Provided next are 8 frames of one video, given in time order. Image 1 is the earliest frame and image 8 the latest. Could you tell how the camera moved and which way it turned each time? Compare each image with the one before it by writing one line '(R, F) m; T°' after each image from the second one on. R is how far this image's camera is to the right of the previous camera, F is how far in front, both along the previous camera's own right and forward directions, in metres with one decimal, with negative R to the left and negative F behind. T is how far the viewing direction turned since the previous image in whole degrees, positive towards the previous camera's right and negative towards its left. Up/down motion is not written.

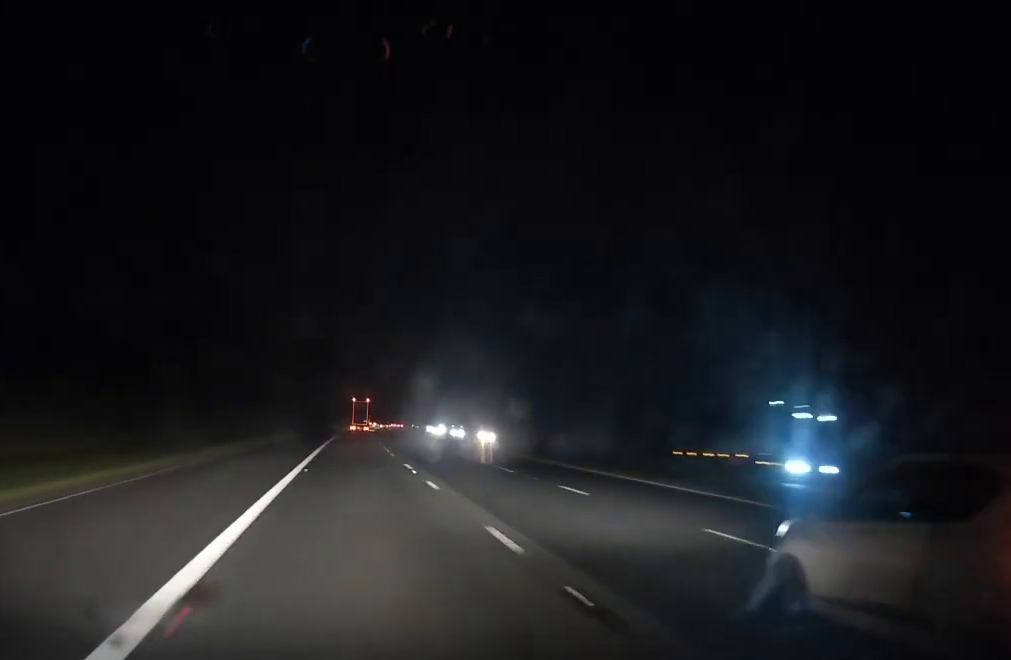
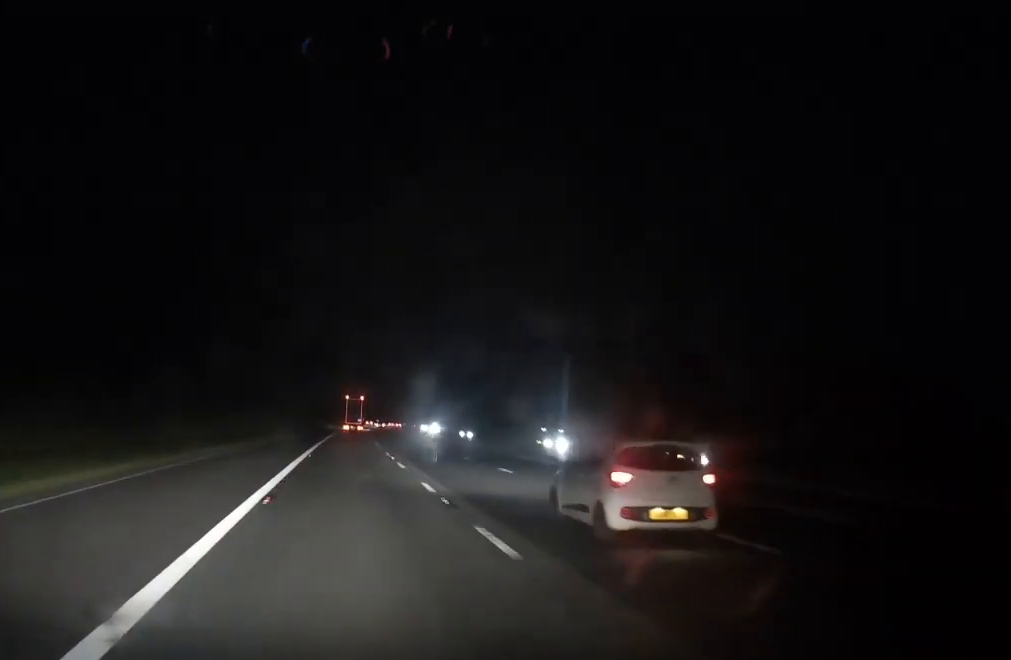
(+0.4, +45.2) m; +1°
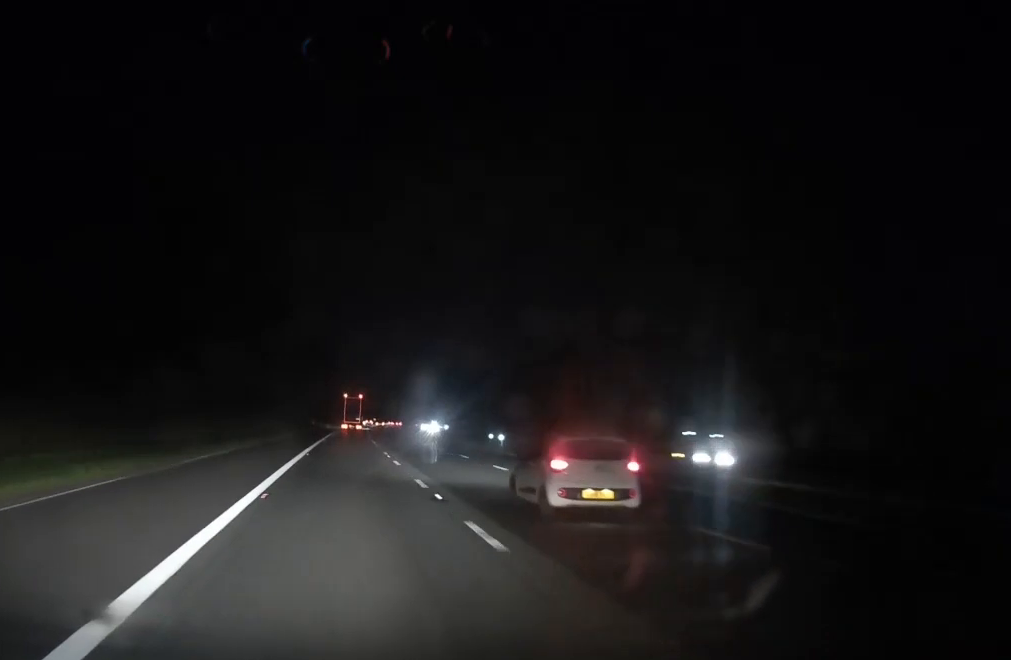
(-0.1, +17.4) m; 0°
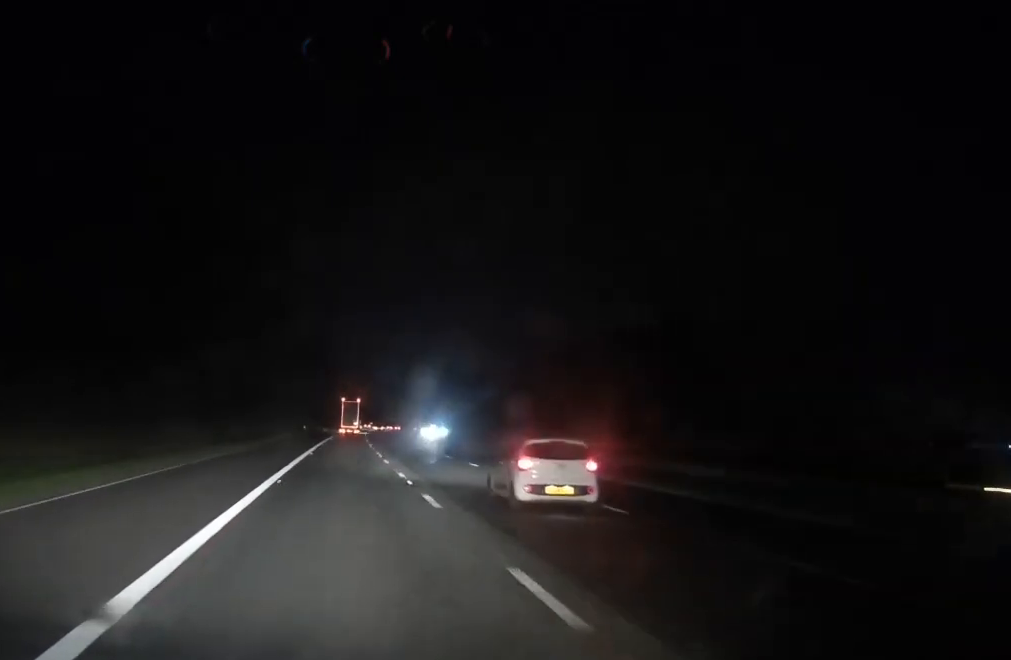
(-0.1, +12.6) m; 0°
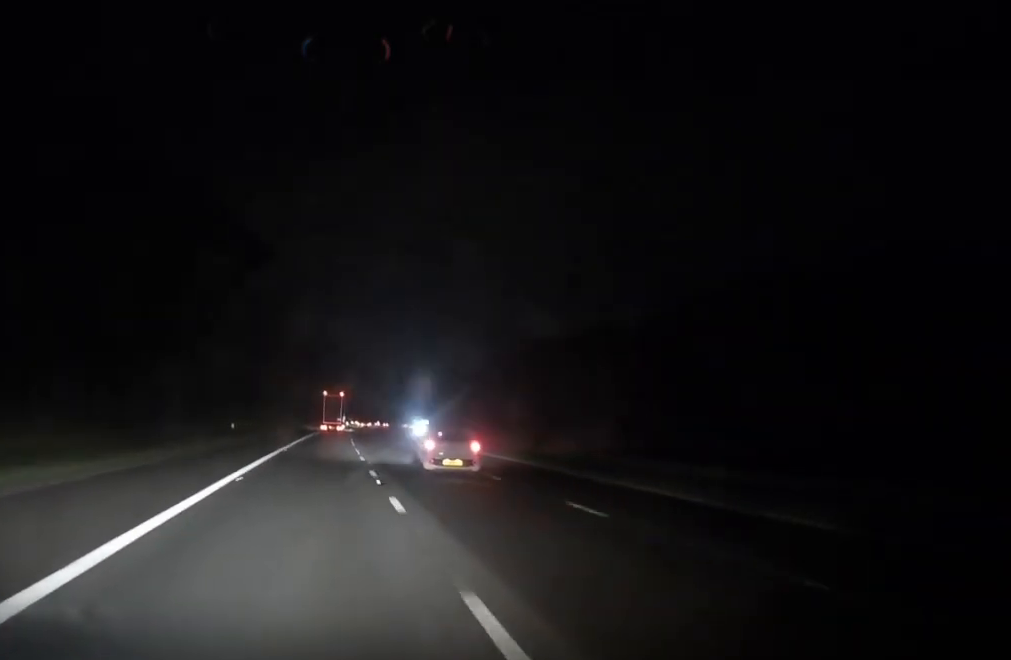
(+0.8, +55.3) m; +2°
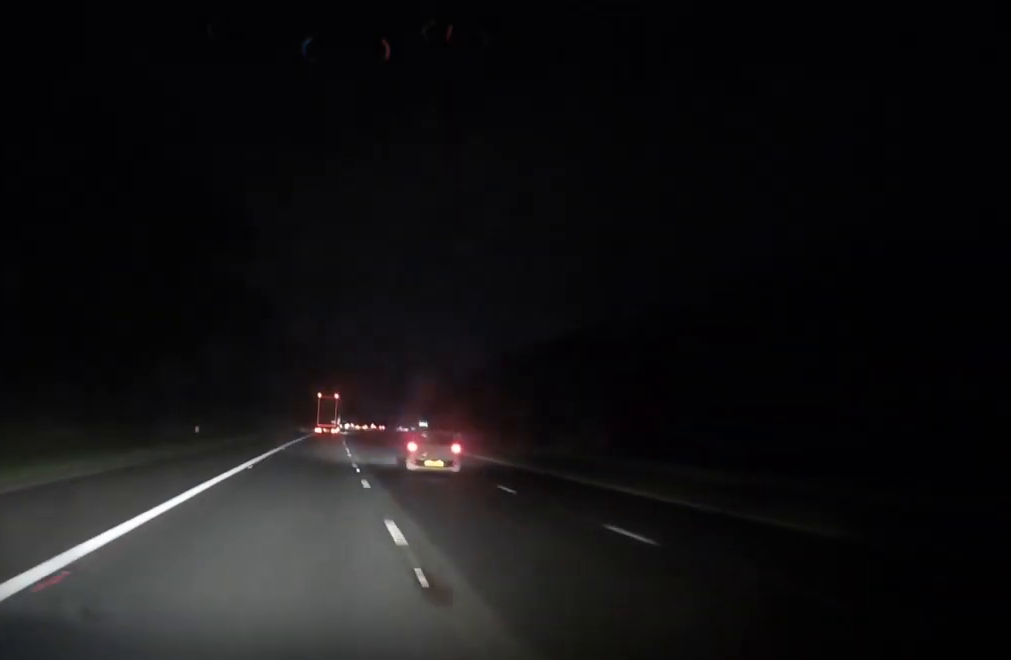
(+0.1, +12.1) m; 0°
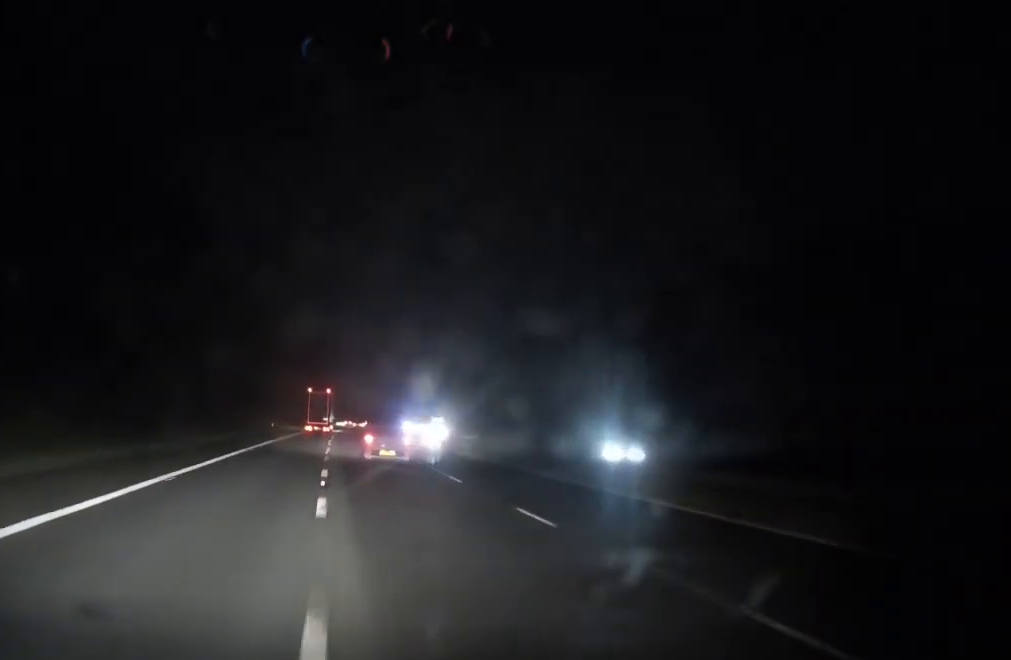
(+0.4, +42.9) m; +1°
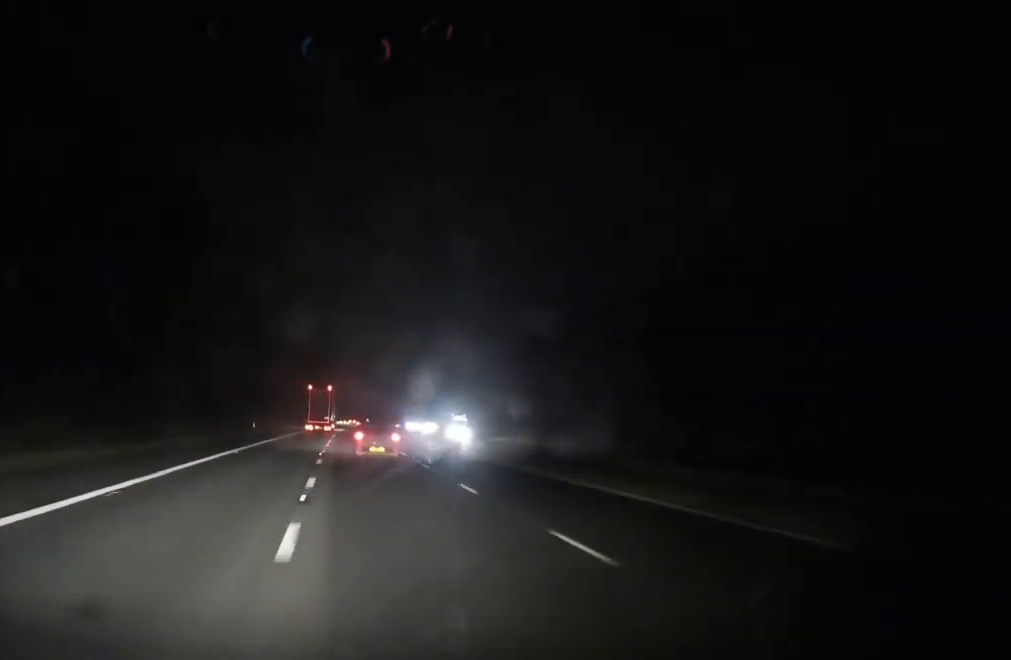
(+0.1, +21.6) m; 0°
